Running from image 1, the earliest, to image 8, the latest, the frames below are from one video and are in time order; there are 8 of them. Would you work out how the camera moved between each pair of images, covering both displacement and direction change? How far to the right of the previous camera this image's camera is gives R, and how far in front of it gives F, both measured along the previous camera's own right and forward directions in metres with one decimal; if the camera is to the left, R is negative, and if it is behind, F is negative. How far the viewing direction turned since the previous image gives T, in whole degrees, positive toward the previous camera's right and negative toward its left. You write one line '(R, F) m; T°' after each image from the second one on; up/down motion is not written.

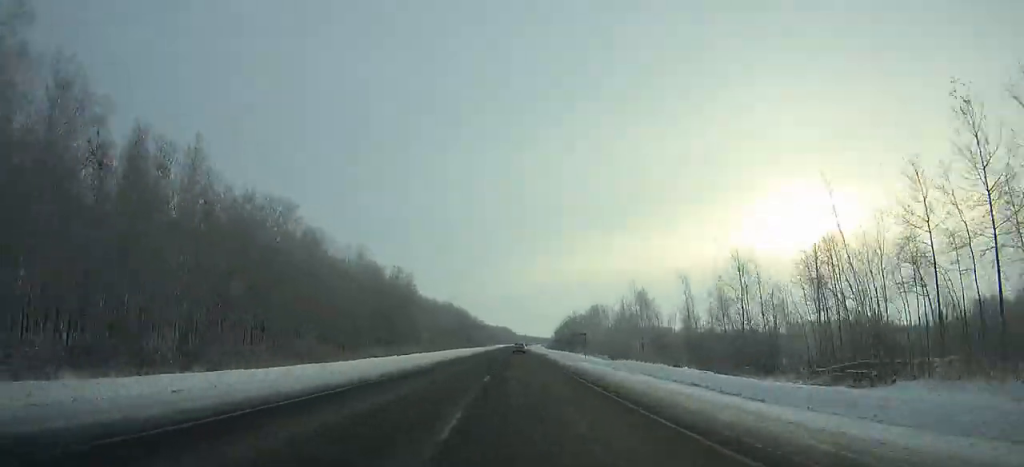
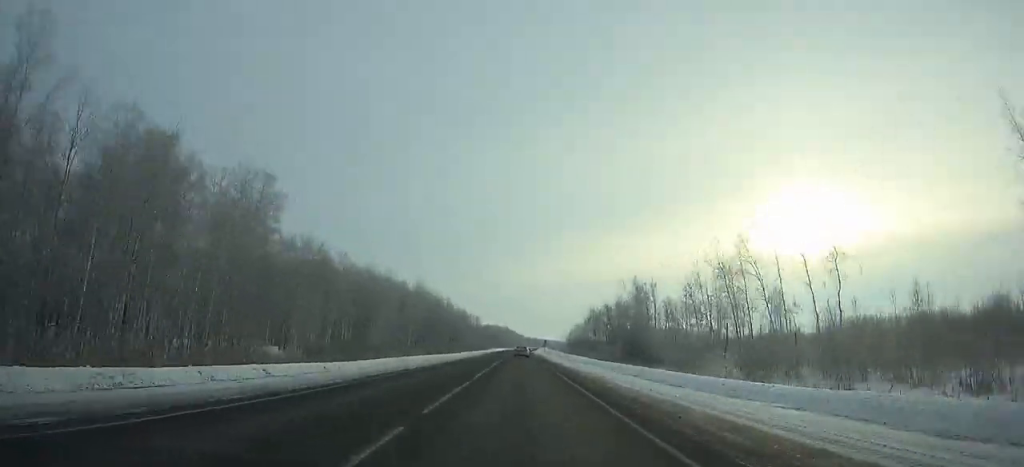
(-0.1, +84.9) m; 0°
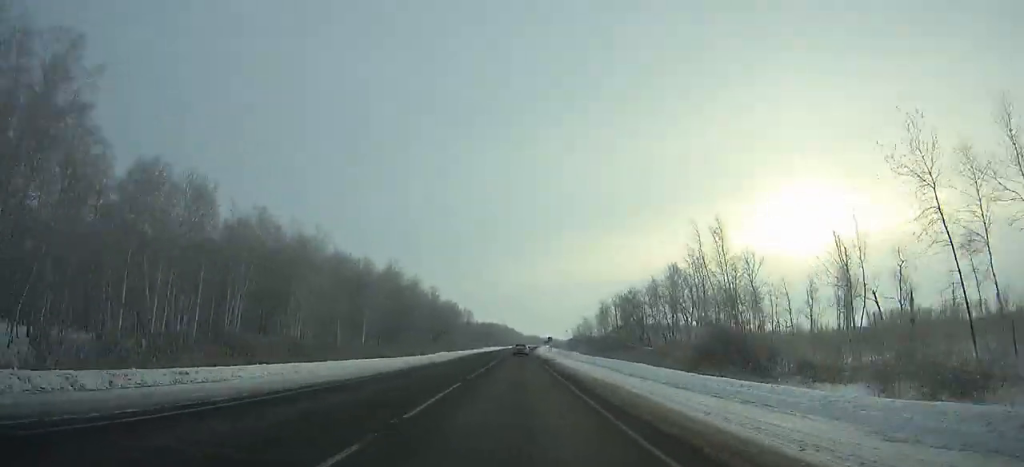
(0.0, +36.4) m; 0°
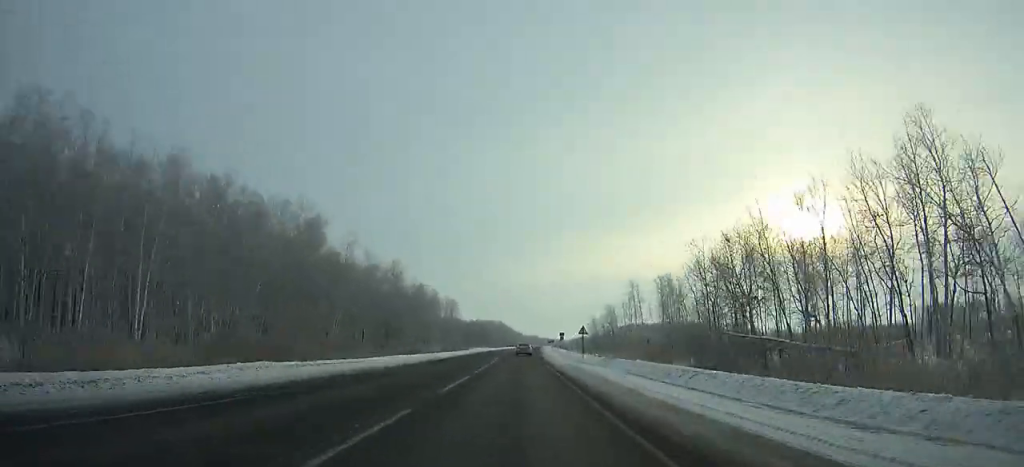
(+0.2, +55.1) m; +1°
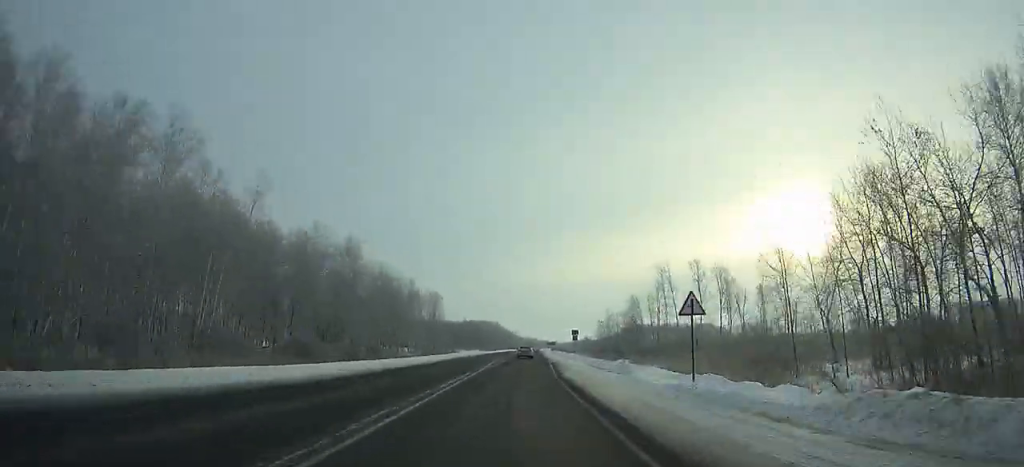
(0.0, +32.1) m; 0°
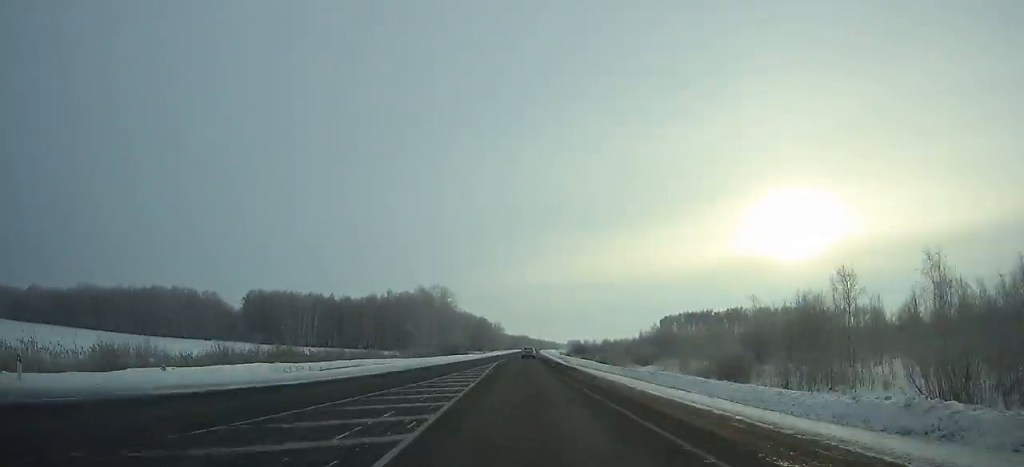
(+1.9, +222.3) m; +1°
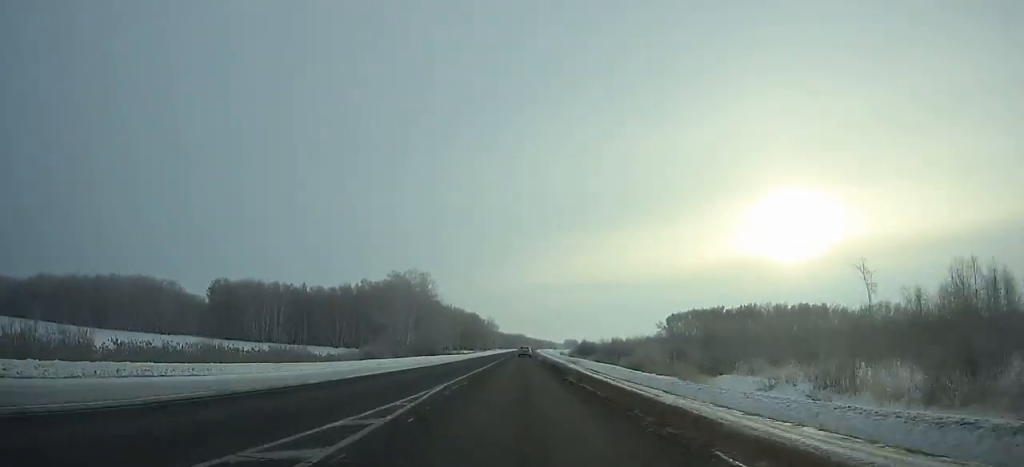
(0.0, +30.2) m; 0°
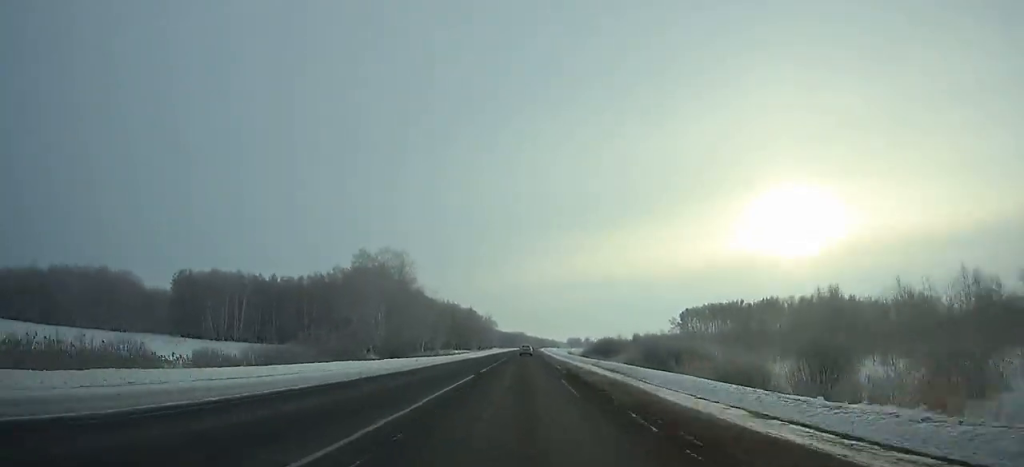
(0.0, +30.3) m; 0°
